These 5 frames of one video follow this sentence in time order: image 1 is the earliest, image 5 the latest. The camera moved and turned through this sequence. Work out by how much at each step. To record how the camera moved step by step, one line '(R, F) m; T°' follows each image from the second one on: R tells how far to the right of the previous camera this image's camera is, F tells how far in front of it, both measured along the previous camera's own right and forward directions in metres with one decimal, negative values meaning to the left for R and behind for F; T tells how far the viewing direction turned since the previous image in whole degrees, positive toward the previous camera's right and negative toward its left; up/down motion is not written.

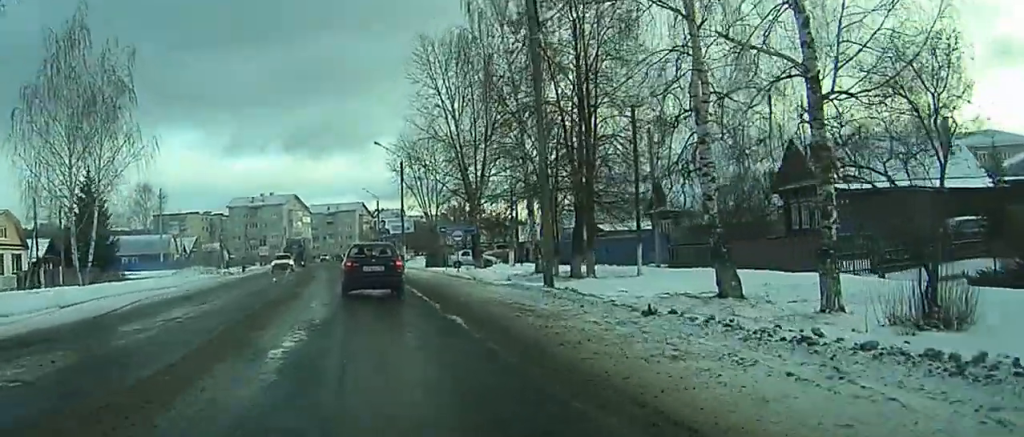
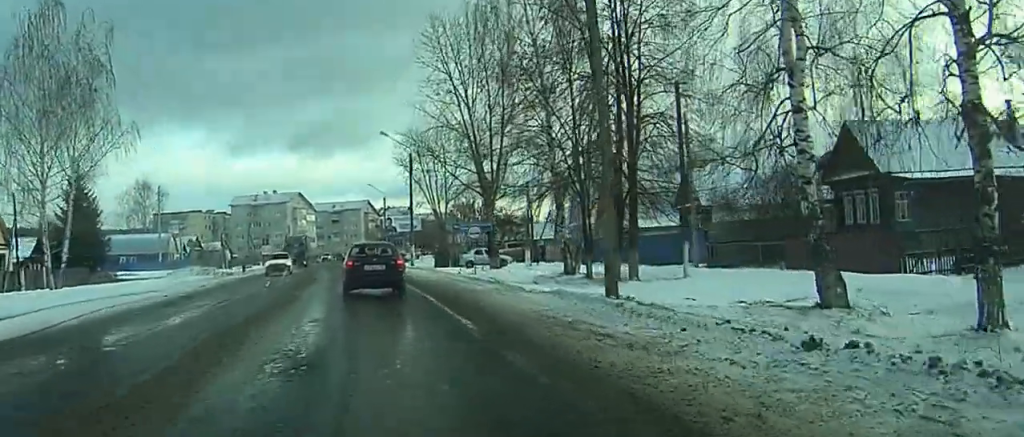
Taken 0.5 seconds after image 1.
(+0.6, +4.0) m; 0°
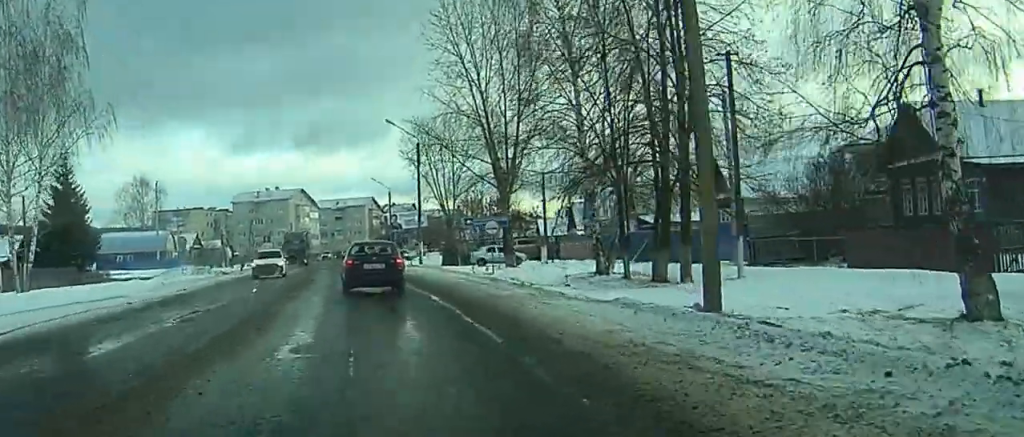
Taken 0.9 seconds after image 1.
(+0.1, +4.0) m; -1°
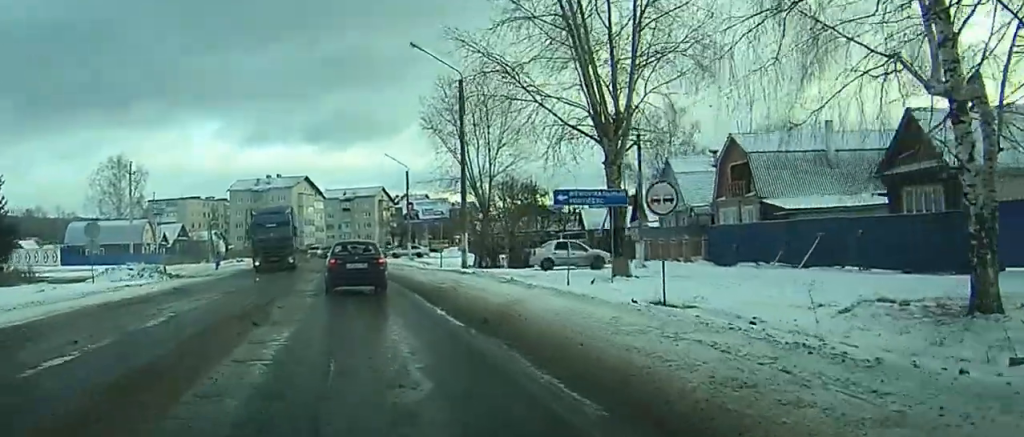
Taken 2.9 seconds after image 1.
(-2.4, +21.4) m; -6°
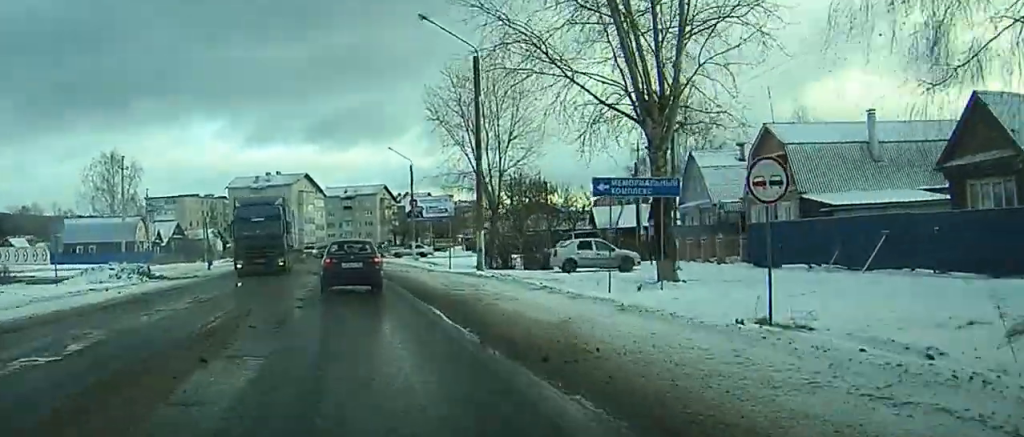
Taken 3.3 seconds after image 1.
(0.0, +4.9) m; 0°
